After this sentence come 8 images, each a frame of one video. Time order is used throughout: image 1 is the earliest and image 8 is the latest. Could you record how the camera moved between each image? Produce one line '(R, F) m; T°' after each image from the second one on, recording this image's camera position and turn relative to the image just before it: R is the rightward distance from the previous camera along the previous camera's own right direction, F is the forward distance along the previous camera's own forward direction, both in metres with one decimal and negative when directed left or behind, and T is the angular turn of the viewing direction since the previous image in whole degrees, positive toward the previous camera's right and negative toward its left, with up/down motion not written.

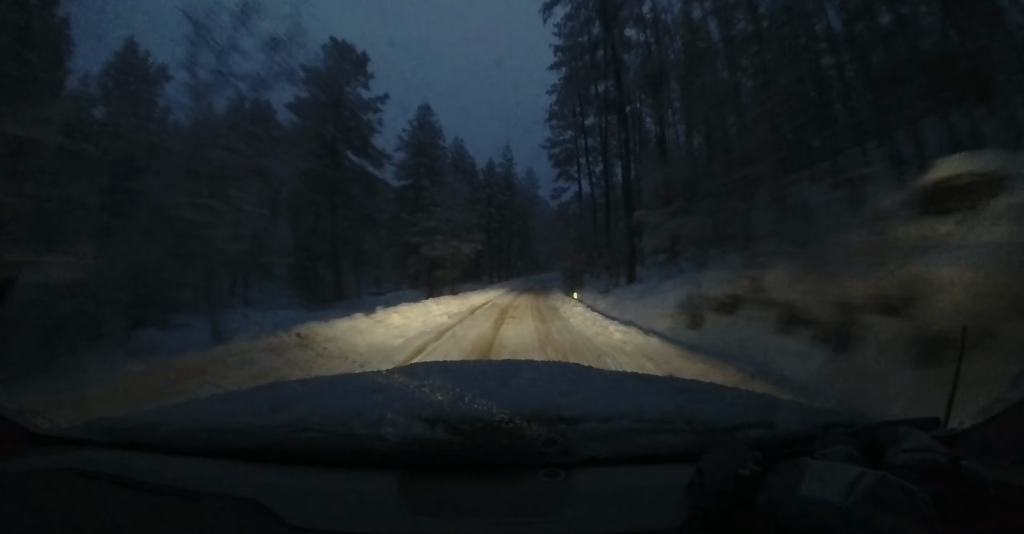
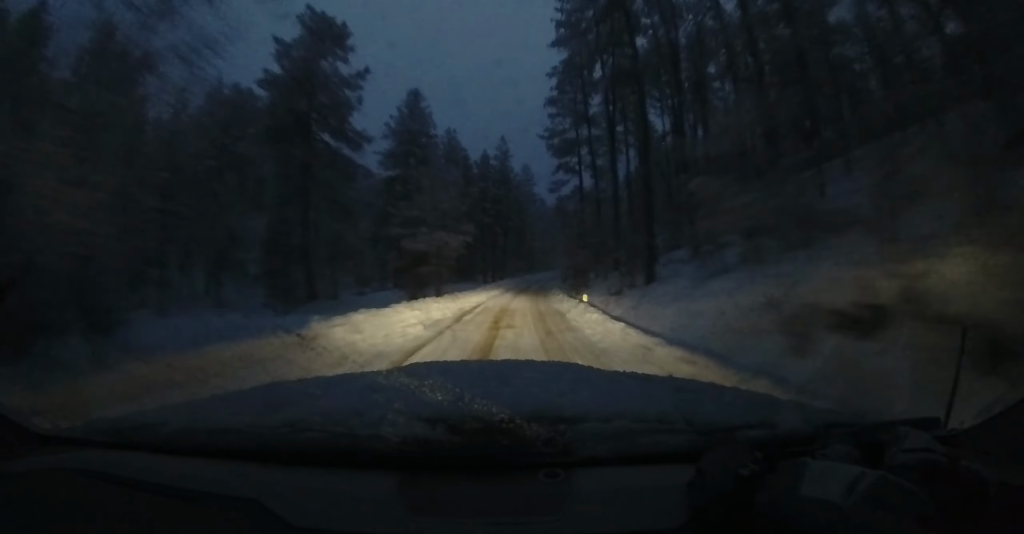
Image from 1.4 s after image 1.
(0.0, +17.8) m; +8°
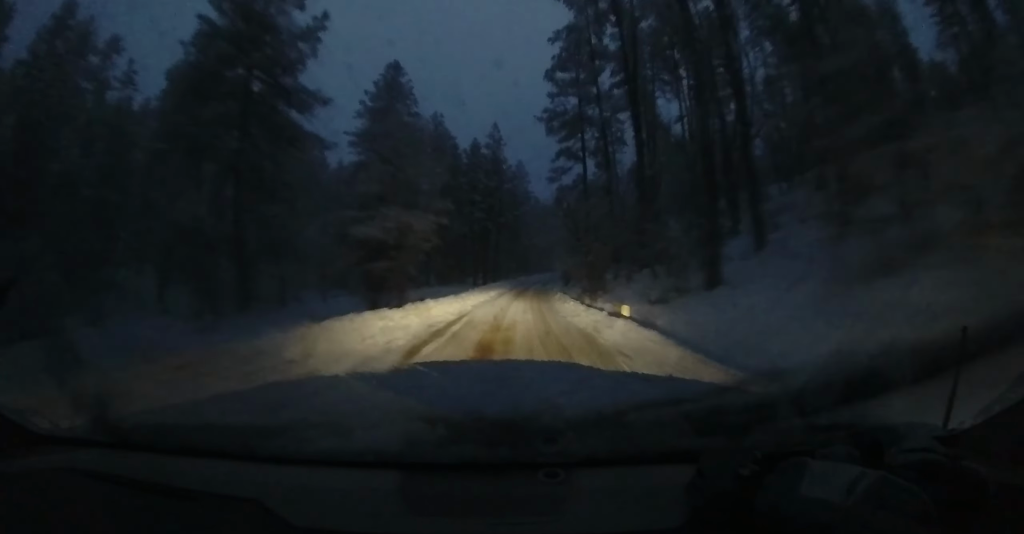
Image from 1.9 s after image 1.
(+0.4, +6.1) m; +5°
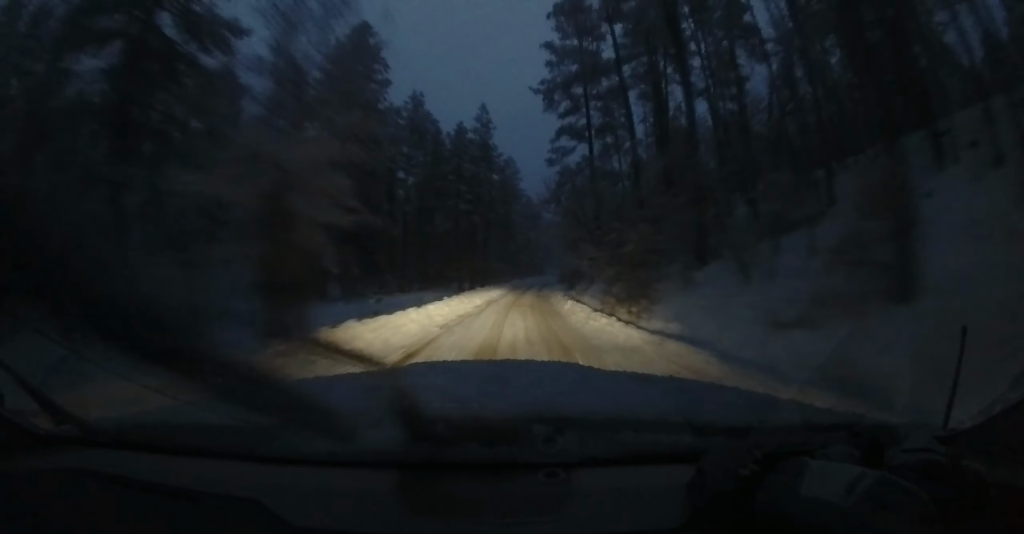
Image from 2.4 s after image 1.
(+0.8, +6.6) m; +5°
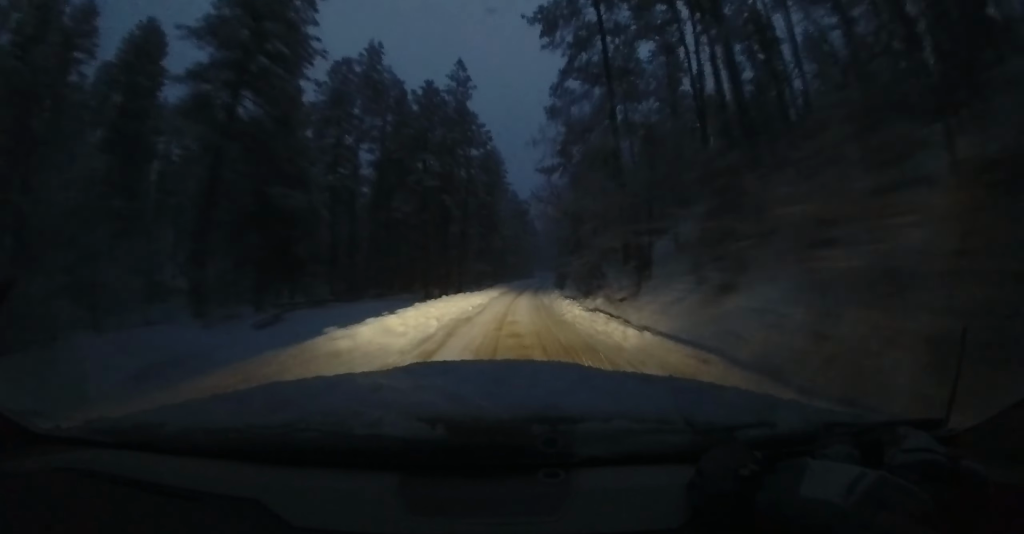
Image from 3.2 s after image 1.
(+0.4, +10.7) m; +2°
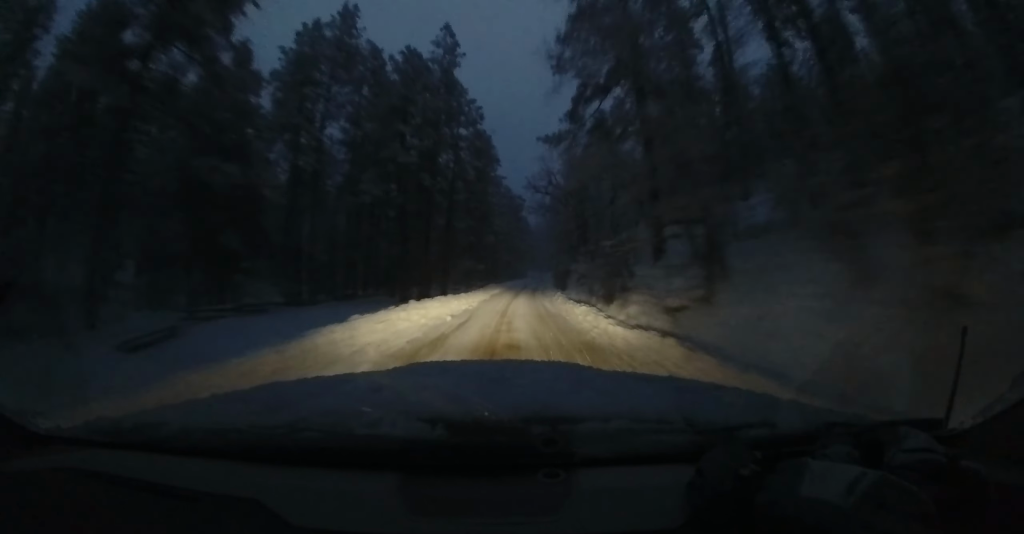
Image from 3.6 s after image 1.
(0.0, +5.7) m; 0°
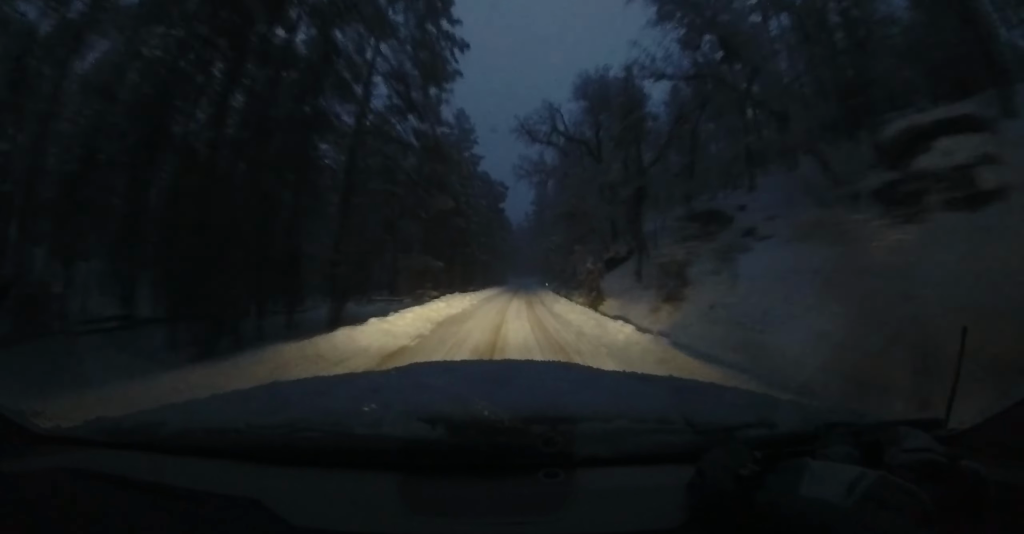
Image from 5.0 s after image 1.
(0.0, +18.2) m; +2°
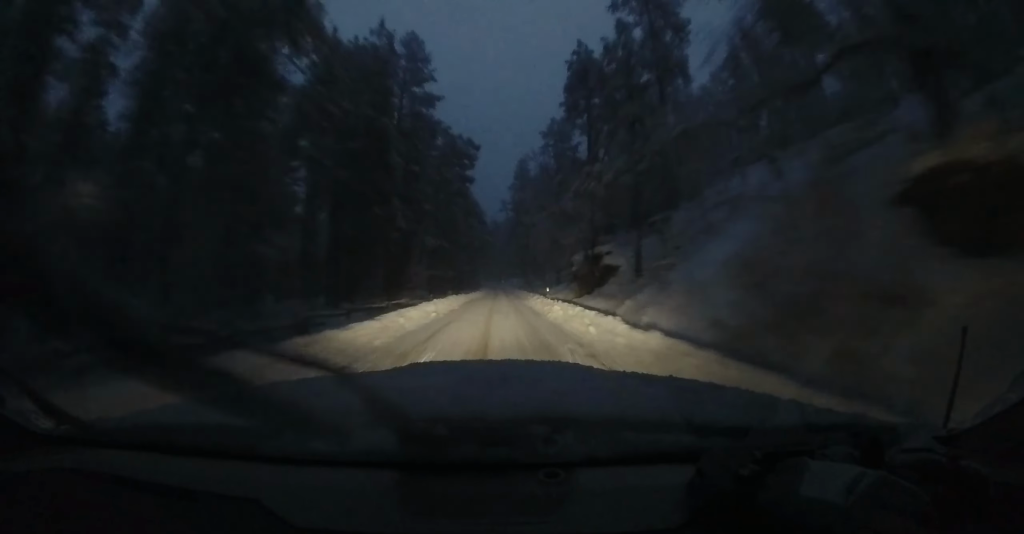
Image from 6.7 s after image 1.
(+1.9, +23.5) m; +9°
